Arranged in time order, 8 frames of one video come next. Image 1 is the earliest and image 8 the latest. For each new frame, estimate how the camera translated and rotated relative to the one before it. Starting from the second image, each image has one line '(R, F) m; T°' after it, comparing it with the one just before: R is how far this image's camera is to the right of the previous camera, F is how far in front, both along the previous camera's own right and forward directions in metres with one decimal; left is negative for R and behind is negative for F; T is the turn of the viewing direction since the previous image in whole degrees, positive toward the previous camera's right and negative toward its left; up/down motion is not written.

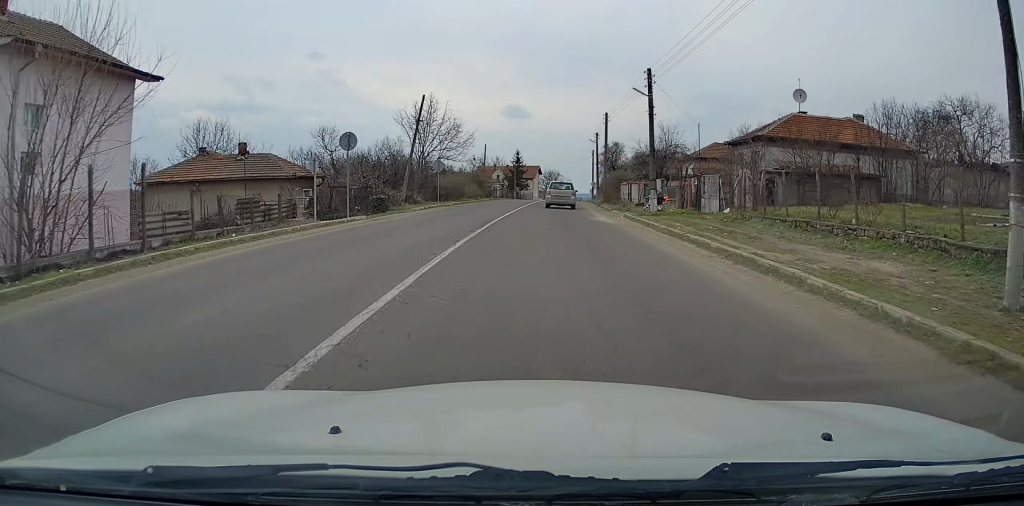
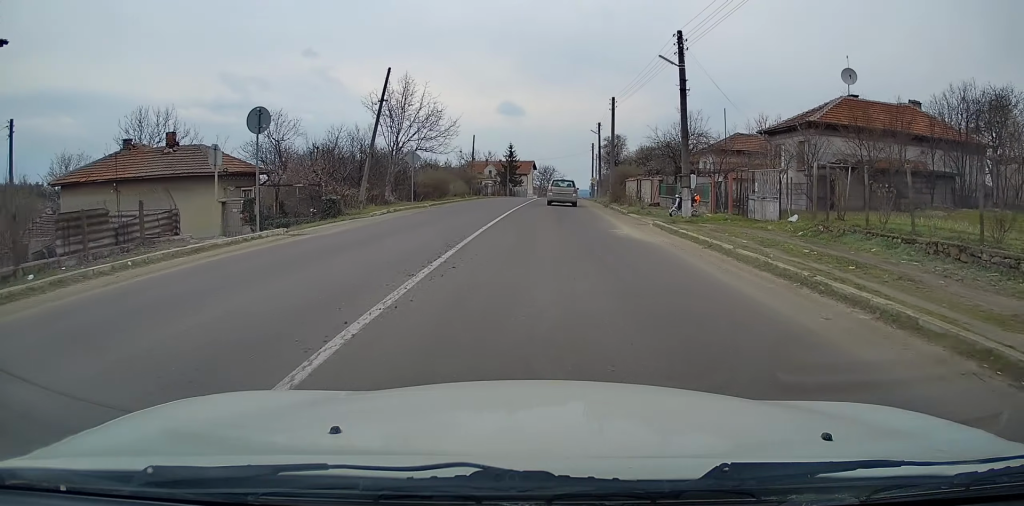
(0.0, +8.0) m; +1°
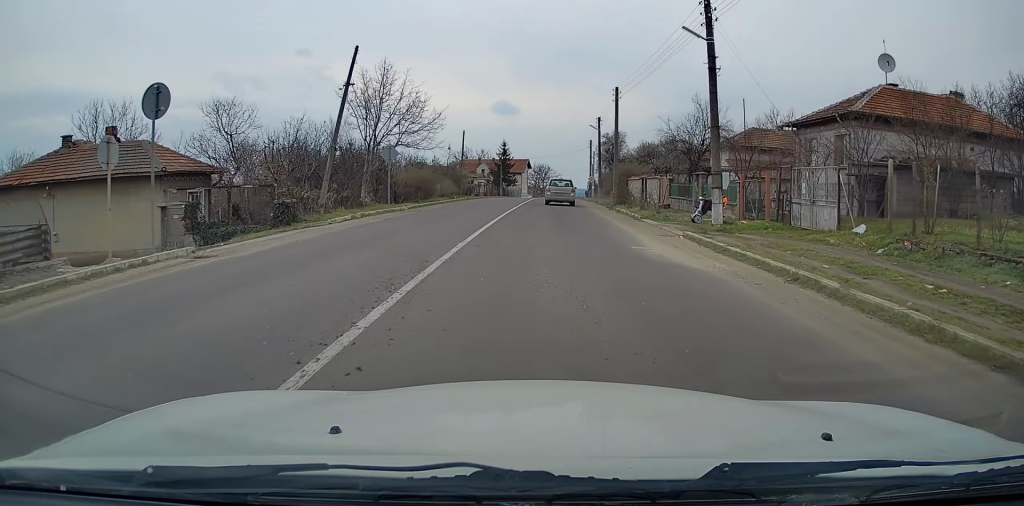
(+0.1, +4.9) m; +1°
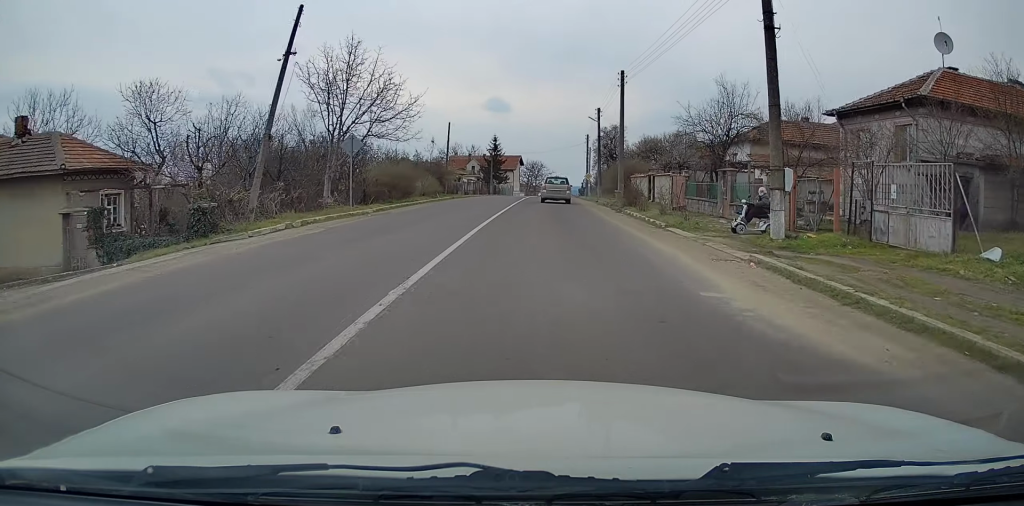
(0.0, +5.7) m; +1°
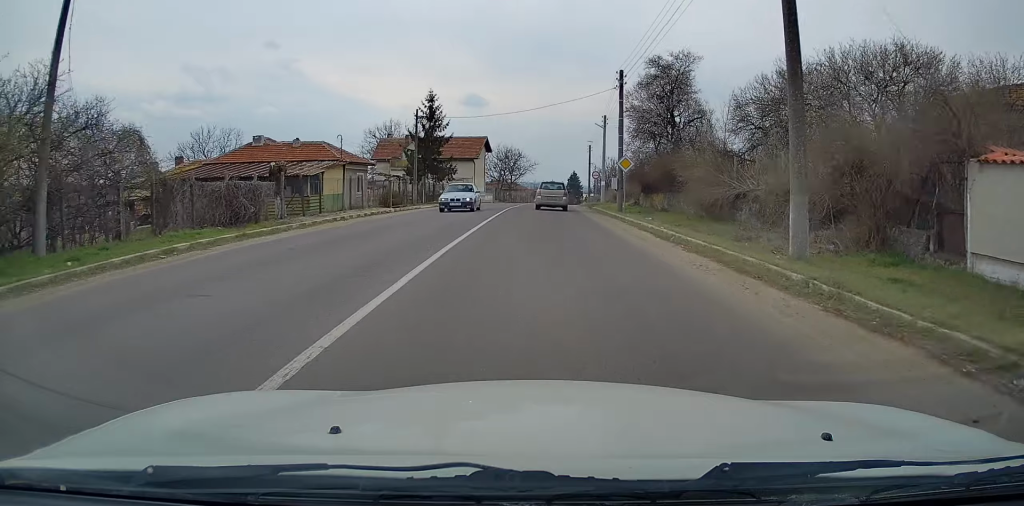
(+0.7, +44.5) m; +2°
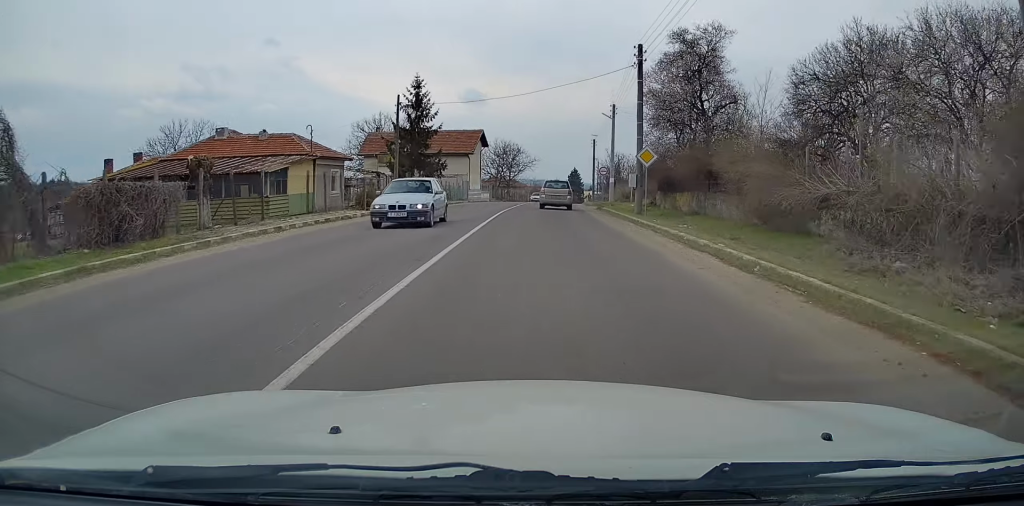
(0.0, +6.2) m; 0°
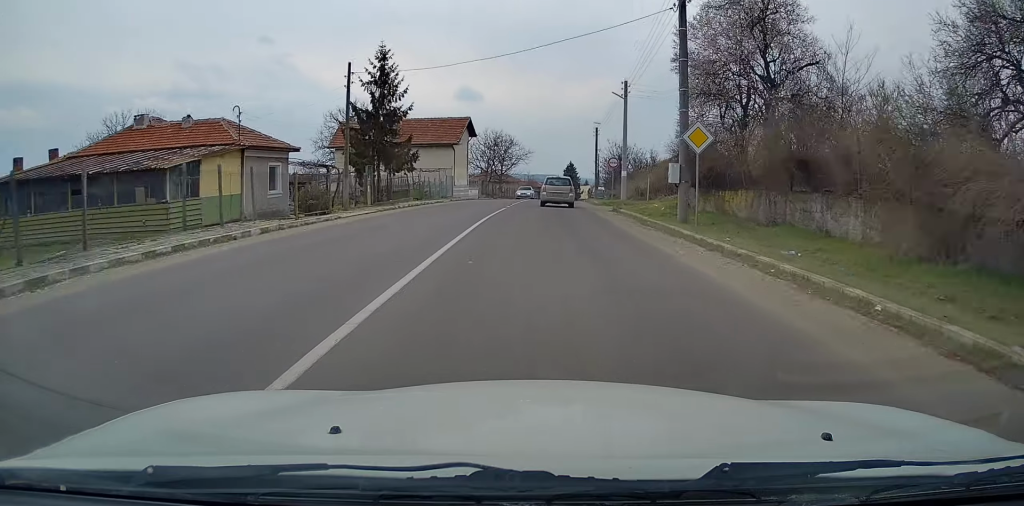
(+0.1, +9.3) m; 0°
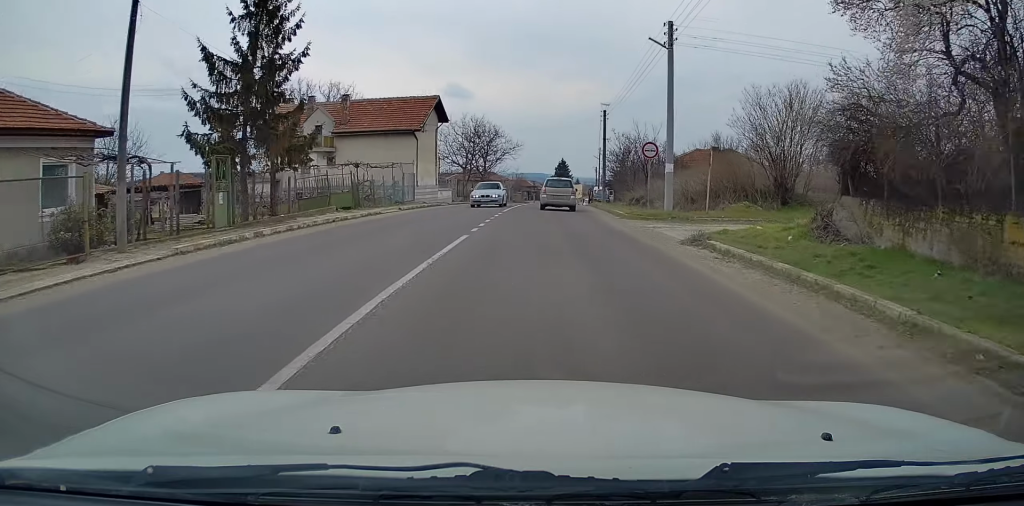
(0.0, +15.9) m; 0°
